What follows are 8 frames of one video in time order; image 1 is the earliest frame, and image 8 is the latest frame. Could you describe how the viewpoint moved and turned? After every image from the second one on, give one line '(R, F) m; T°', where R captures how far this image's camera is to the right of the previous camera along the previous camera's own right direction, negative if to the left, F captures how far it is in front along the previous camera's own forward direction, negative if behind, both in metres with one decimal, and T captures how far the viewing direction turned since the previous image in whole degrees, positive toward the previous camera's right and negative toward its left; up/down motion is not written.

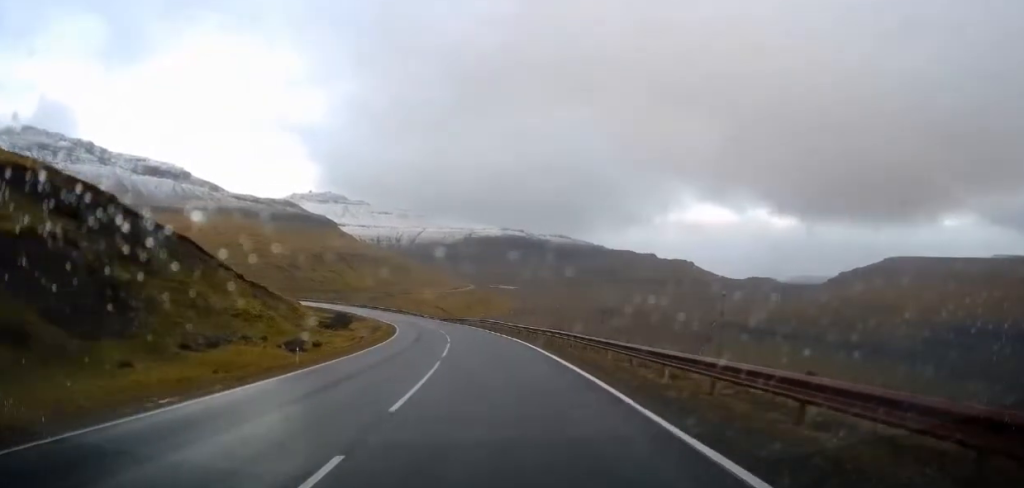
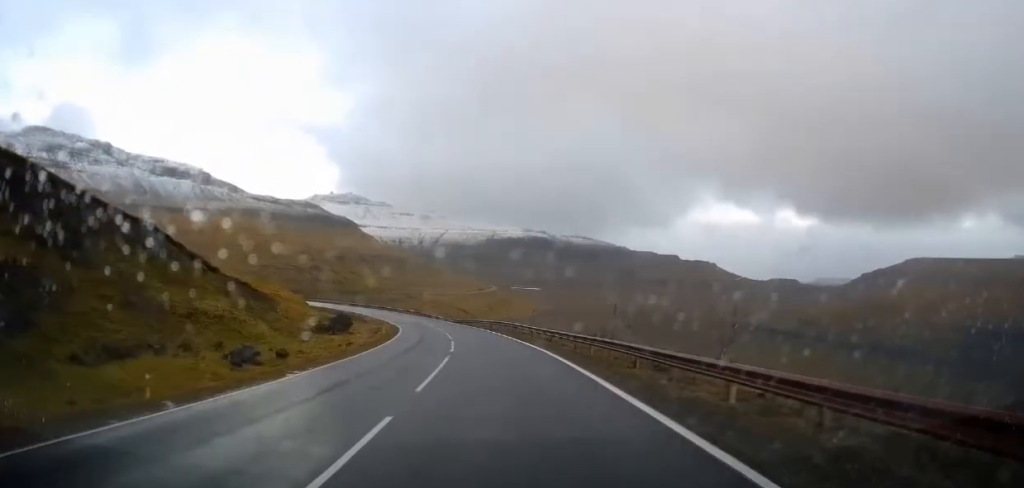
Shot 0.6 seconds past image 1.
(-0.1, +9.5) m; -2°
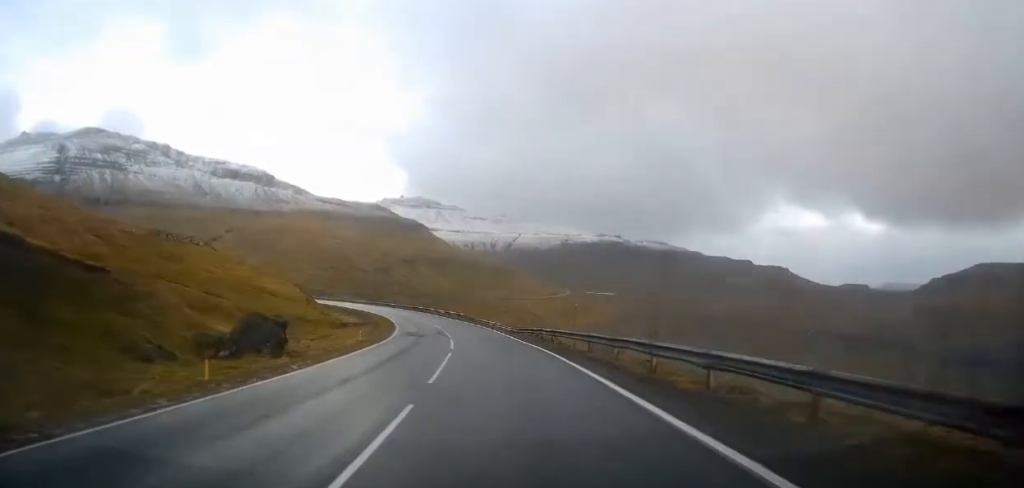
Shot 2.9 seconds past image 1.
(-2.7, +35.7) m; -8°
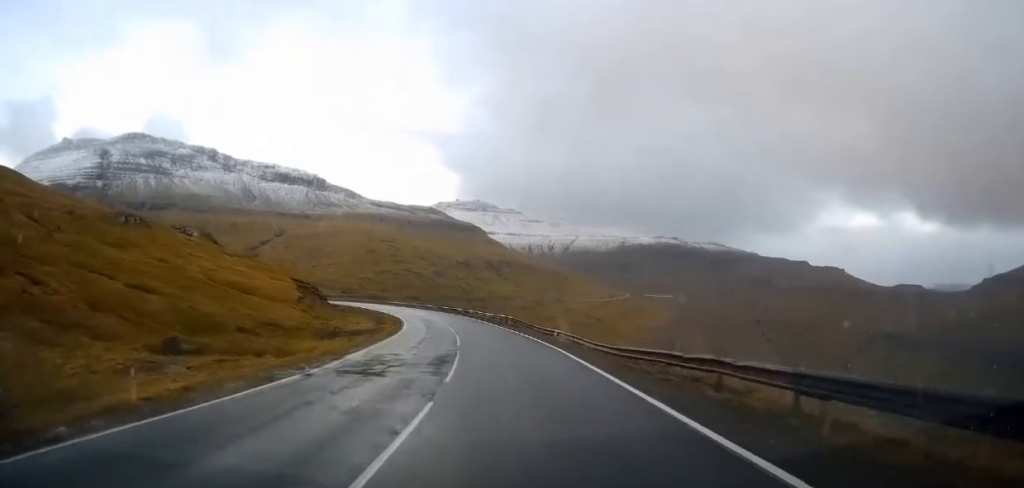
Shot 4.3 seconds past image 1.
(-0.4, +23.2) m; -2°
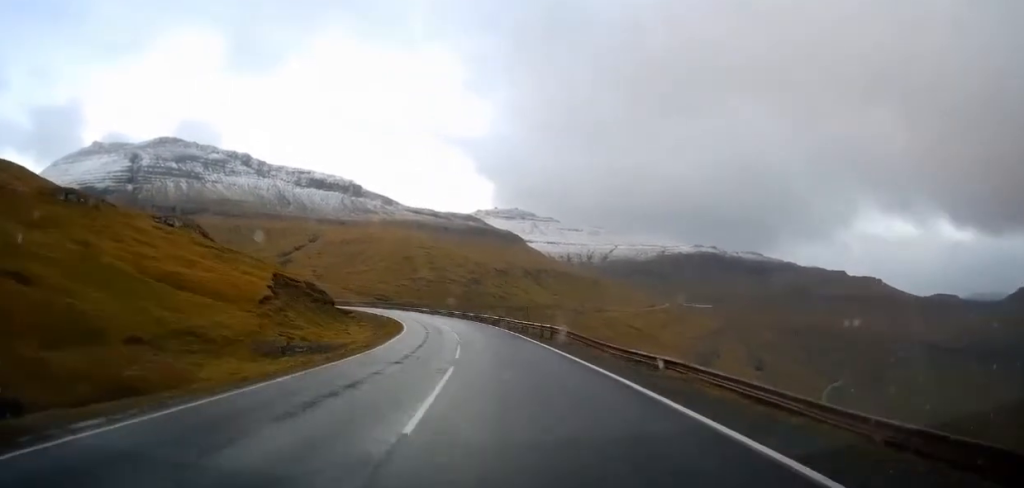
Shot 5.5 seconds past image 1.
(-0.5, +18.1) m; -5°
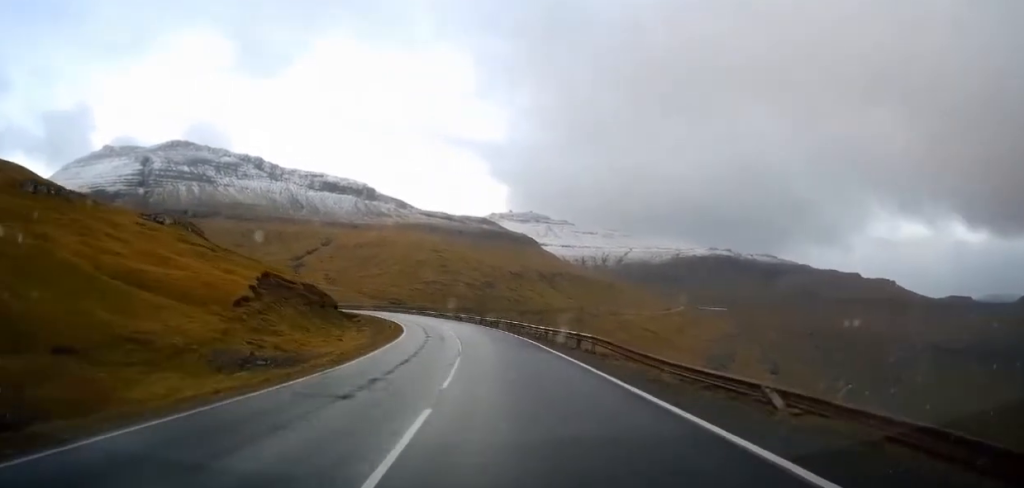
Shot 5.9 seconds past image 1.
(-0.3, +6.9) m; -2°
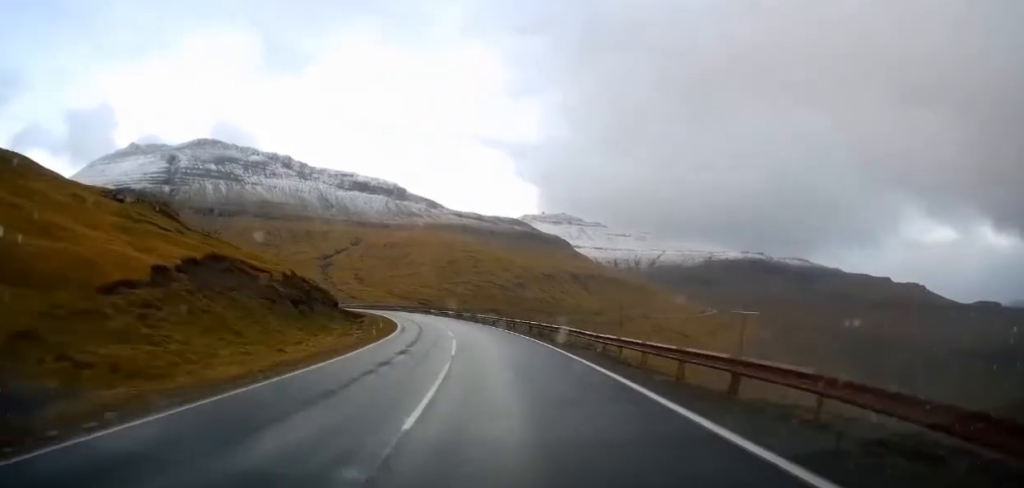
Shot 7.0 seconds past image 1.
(-0.9, +17.4) m; -4°
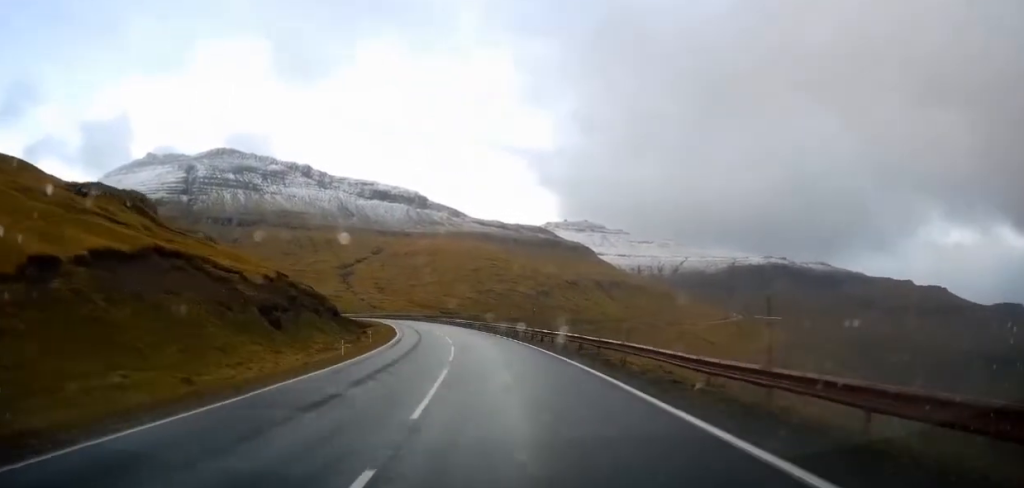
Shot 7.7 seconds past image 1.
(-0.1, +10.9) m; -2°
